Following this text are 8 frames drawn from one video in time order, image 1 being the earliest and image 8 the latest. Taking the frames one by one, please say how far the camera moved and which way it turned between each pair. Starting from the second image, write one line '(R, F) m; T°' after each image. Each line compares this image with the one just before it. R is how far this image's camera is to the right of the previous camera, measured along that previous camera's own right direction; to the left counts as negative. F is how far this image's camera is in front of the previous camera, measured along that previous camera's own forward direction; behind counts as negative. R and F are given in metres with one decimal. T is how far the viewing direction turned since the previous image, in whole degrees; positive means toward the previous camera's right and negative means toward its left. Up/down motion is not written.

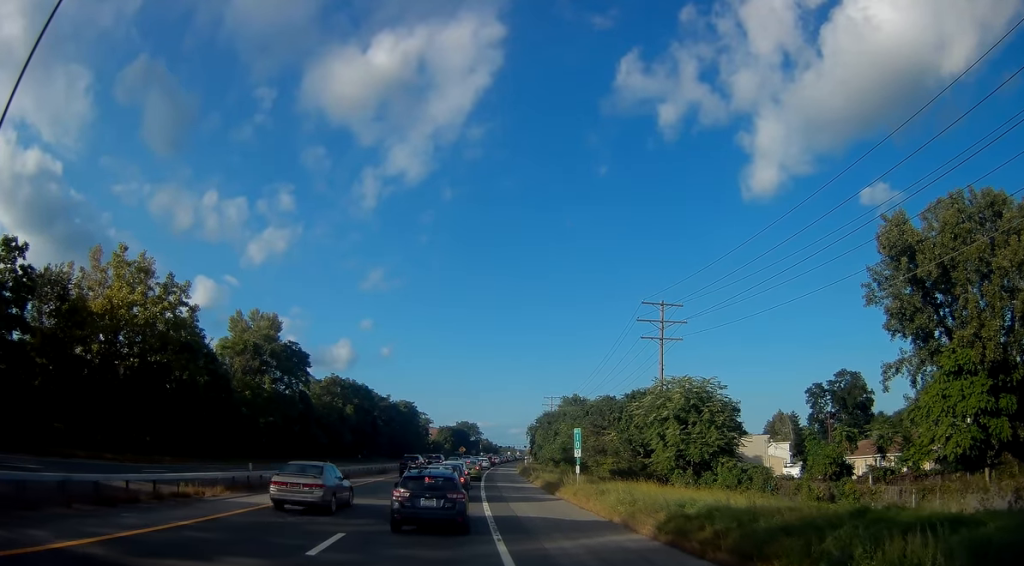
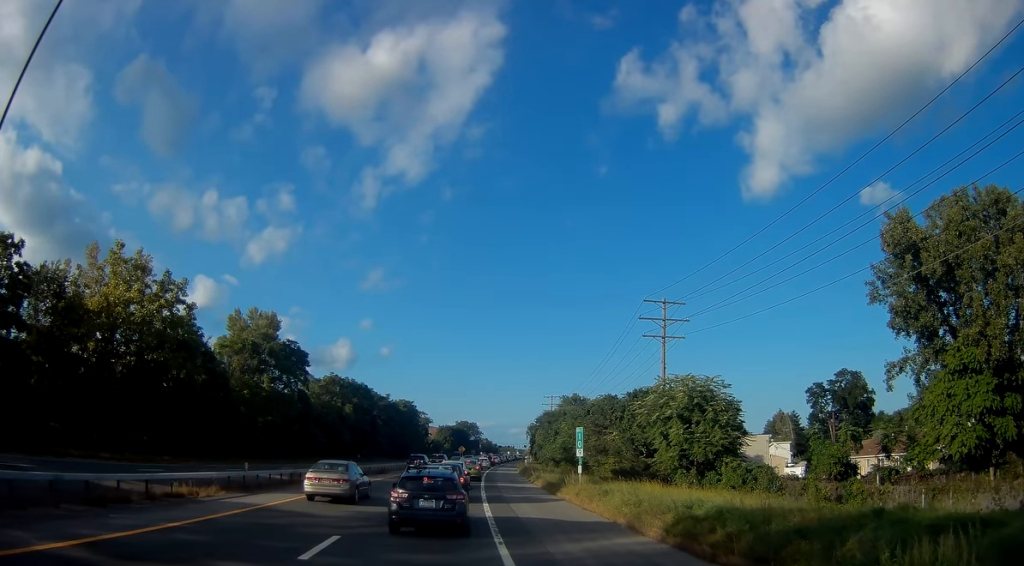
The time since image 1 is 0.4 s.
(0.0, +0.6) m; 0°
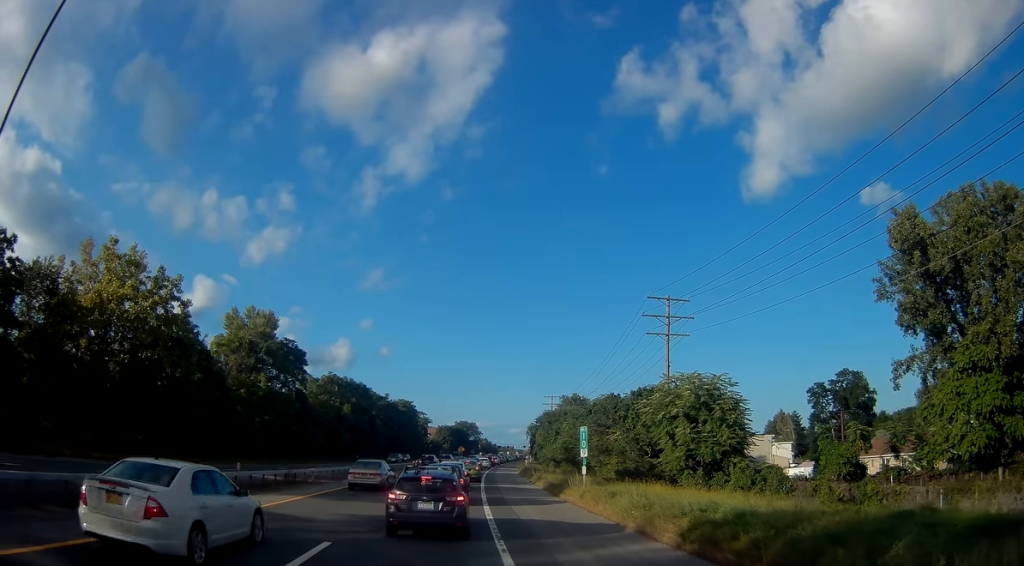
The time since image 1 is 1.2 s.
(+0.3, +0.9) m; 0°
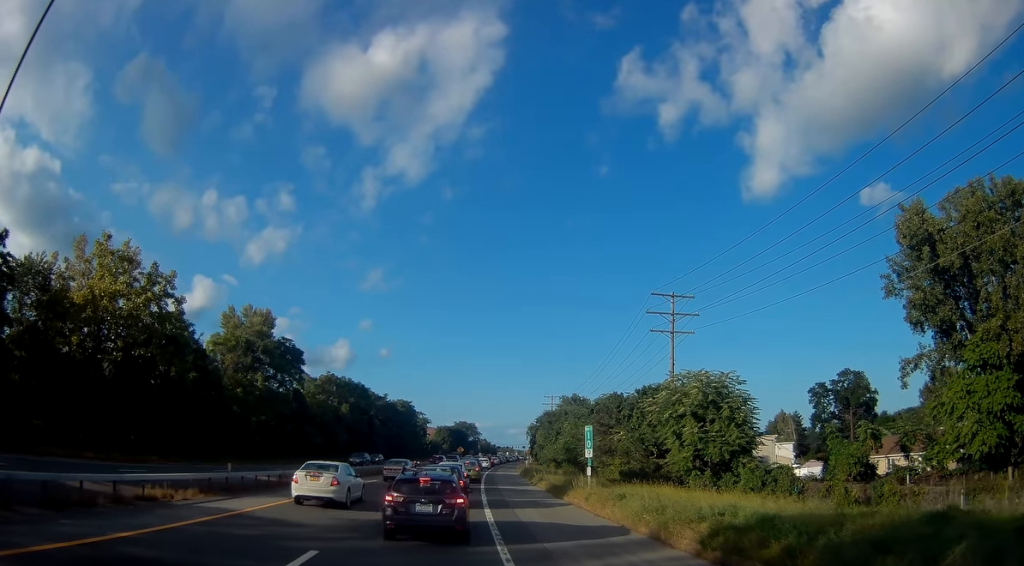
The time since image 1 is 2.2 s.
(+0.3, +1.0) m; 0°
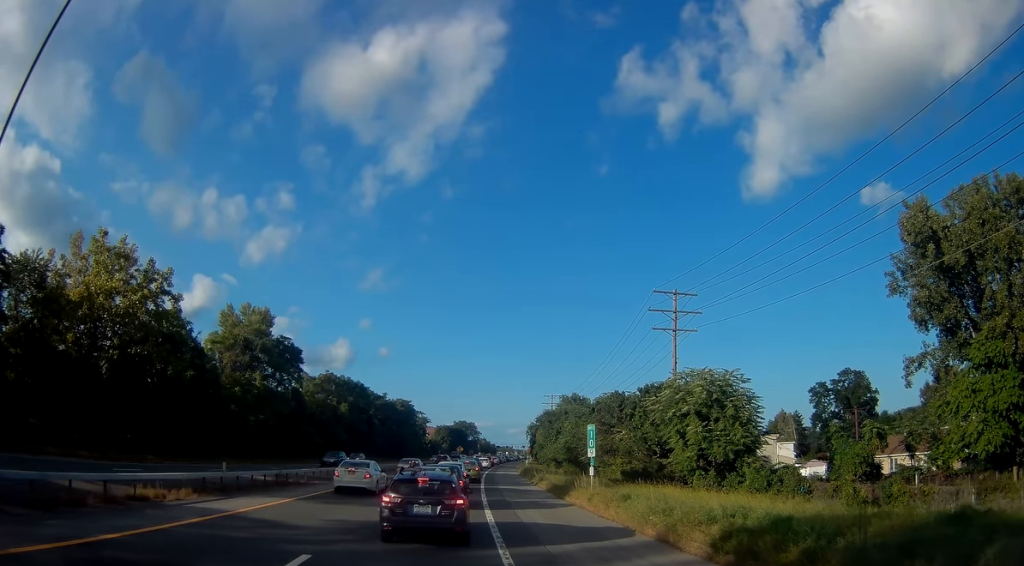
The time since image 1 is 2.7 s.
(0.0, +0.6) m; 0°
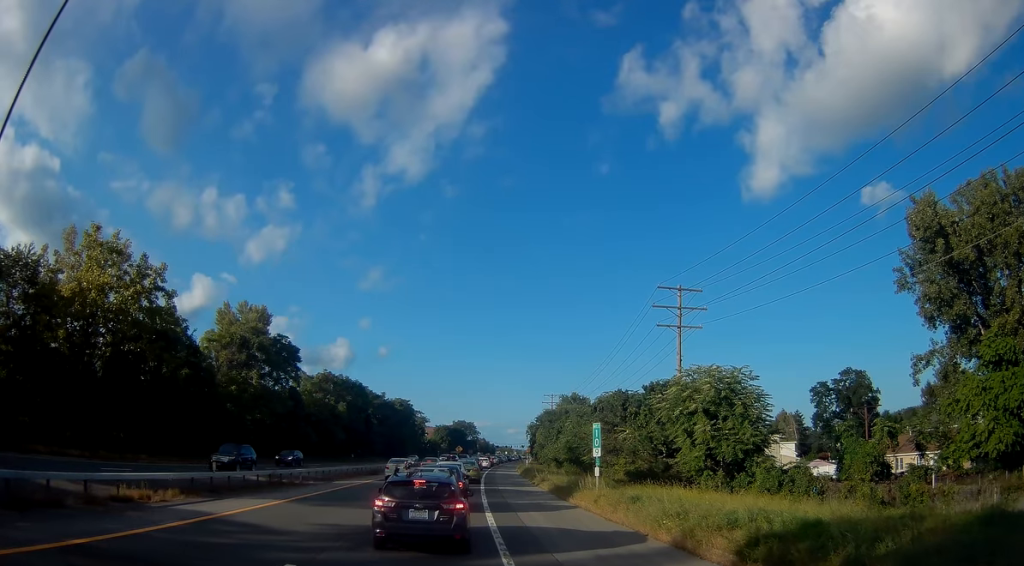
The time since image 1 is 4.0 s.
(0.0, +1.1) m; 0°
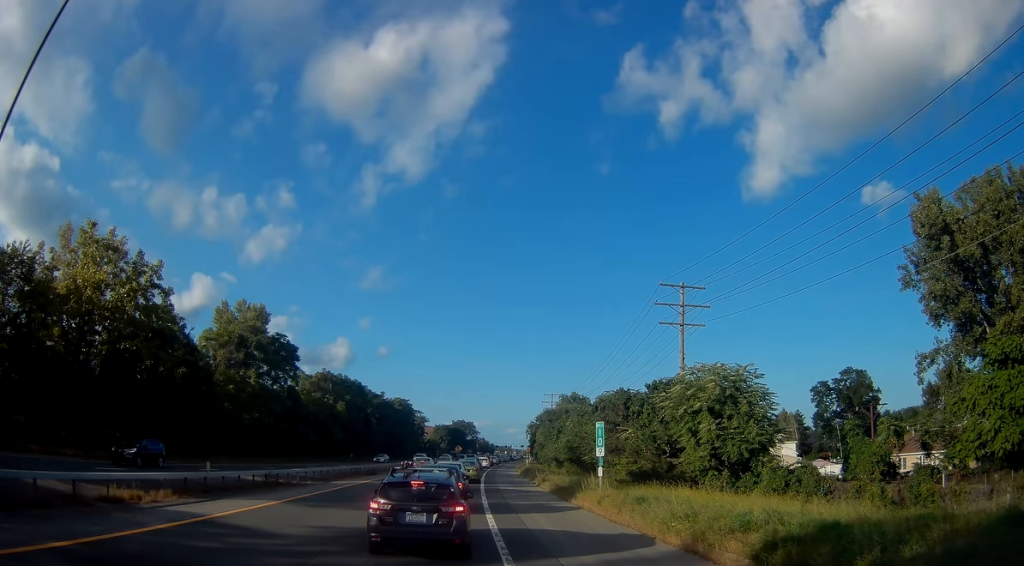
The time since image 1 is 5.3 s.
(0.0, +0.7) m; 0°
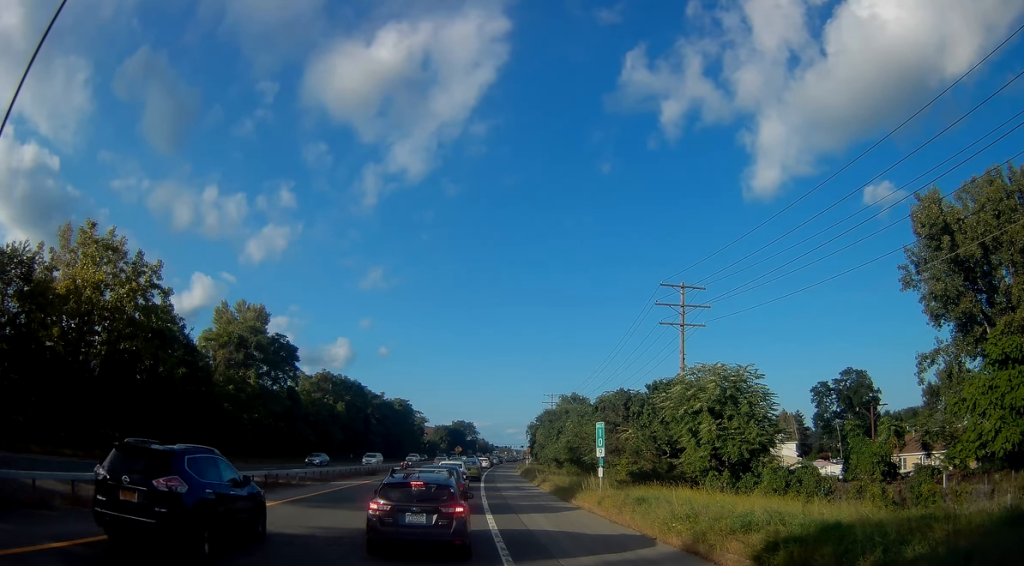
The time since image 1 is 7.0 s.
(0.0, +0.3) m; 0°
